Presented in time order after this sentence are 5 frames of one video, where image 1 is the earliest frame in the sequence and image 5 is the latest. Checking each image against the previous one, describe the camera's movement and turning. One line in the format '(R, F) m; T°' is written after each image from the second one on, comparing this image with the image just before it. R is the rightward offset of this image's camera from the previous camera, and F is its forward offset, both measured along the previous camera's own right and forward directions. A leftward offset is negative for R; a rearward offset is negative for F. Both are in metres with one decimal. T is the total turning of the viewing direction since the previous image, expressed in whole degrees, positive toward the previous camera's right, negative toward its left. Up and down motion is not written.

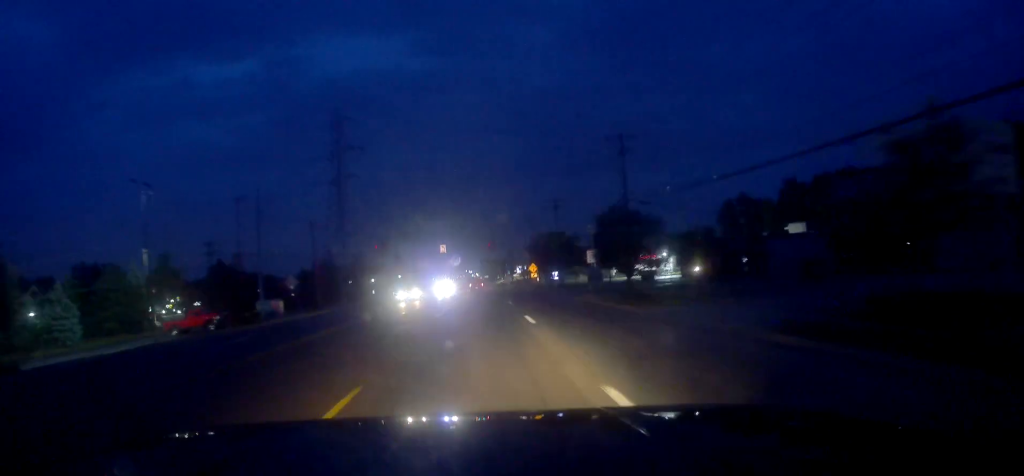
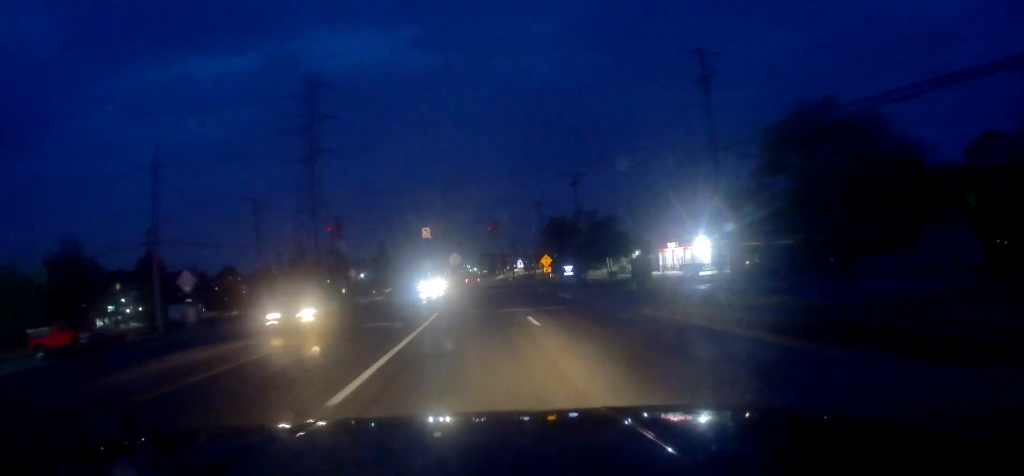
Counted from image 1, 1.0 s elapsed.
(0.0, +17.4) m; -1°
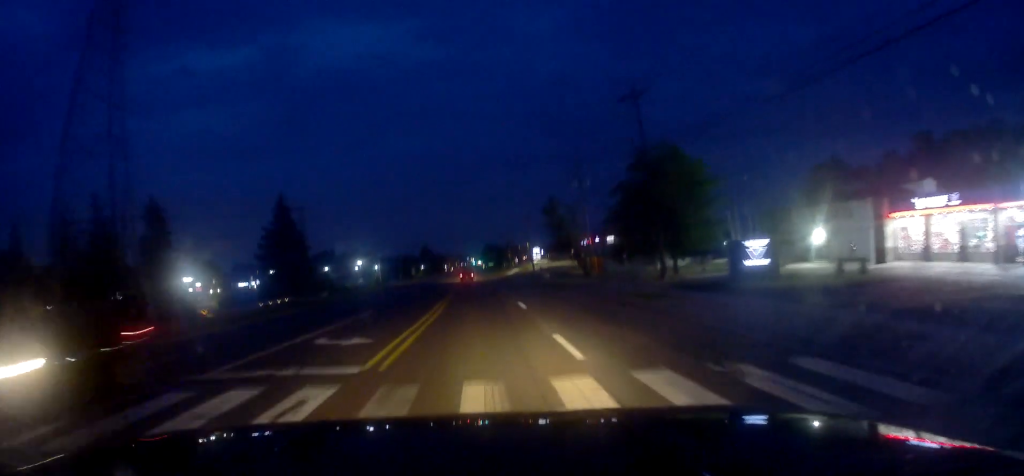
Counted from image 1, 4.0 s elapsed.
(-1.1, +55.6) m; -1°
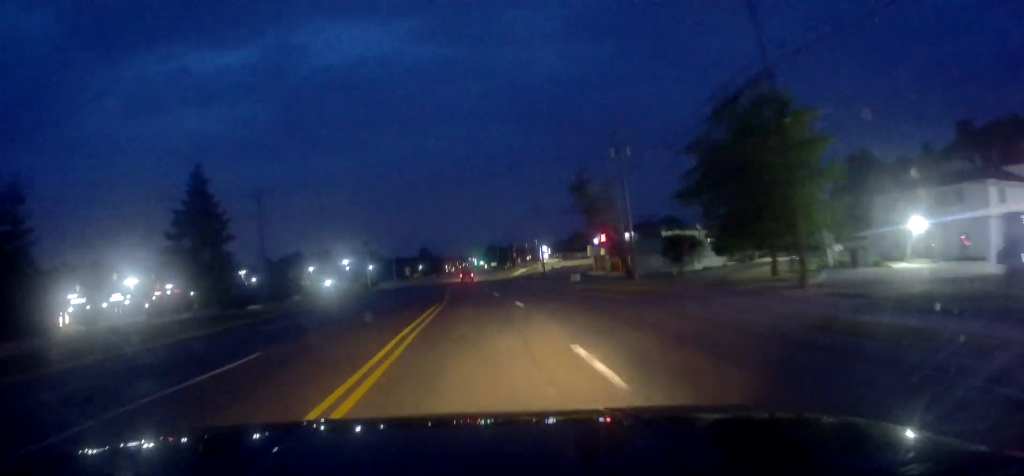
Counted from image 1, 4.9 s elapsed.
(+0.6, +16.2) m; 0°
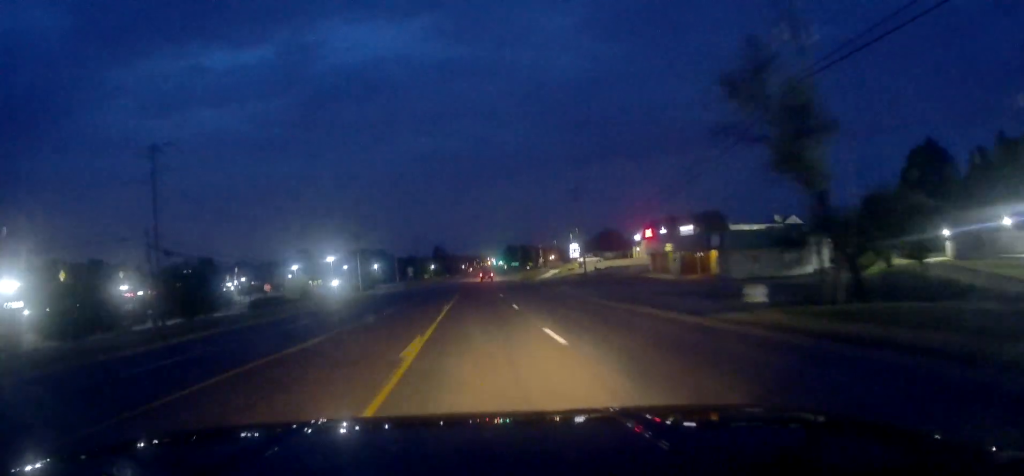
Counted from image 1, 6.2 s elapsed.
(-0.7, +25.5) m; -1°
